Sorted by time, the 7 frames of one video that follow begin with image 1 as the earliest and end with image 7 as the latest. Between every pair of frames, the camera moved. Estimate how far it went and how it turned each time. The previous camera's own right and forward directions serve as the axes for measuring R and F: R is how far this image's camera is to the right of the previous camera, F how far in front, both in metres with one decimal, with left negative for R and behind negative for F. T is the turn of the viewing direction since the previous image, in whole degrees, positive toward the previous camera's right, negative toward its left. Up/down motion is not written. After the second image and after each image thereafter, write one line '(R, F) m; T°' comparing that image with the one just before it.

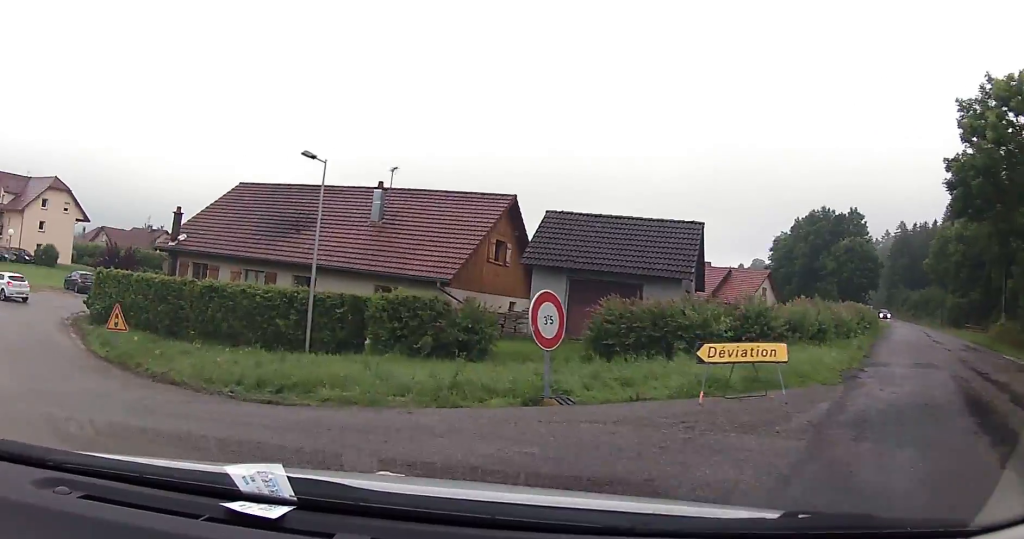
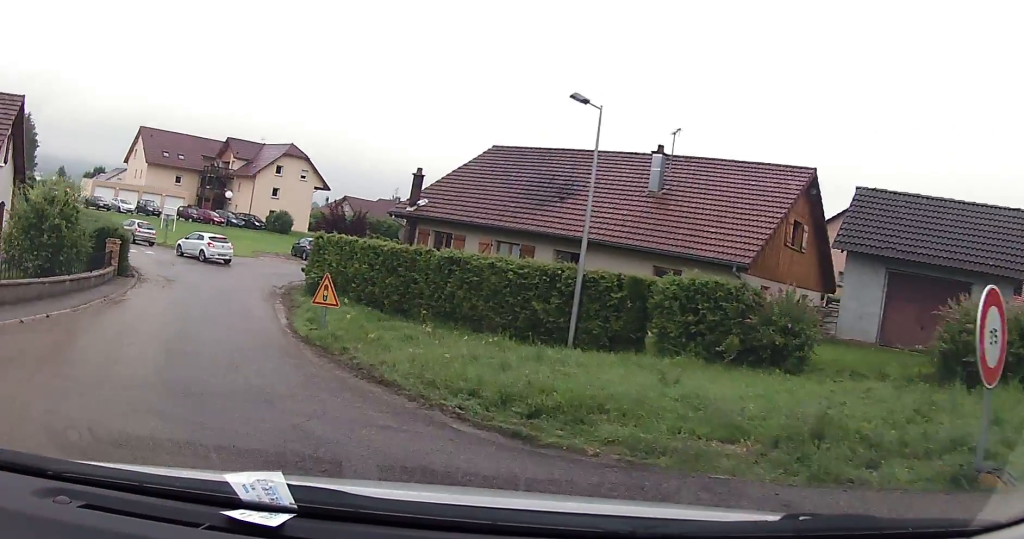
(-0.9, +3.9) m; -22°
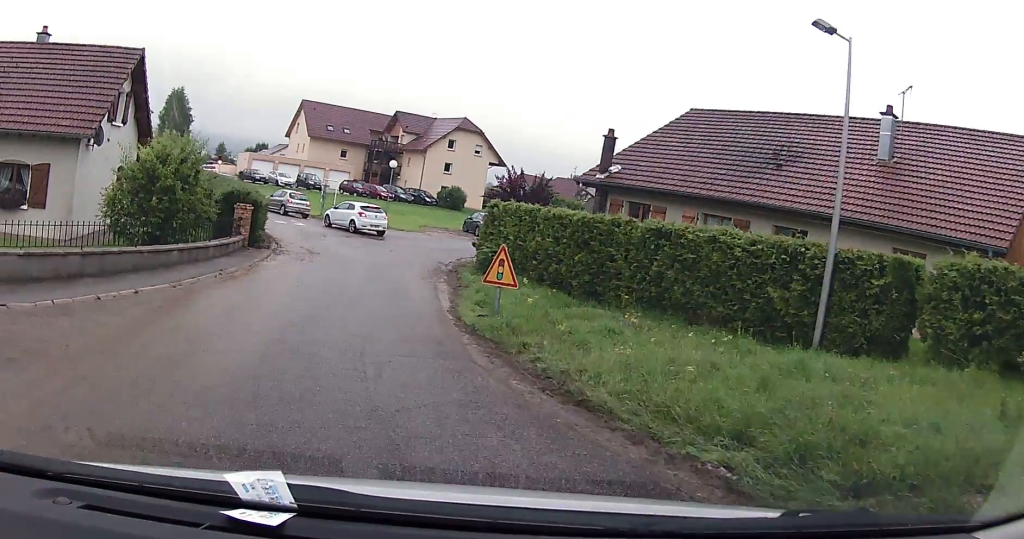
(-0.7, +3.7) m; -14°
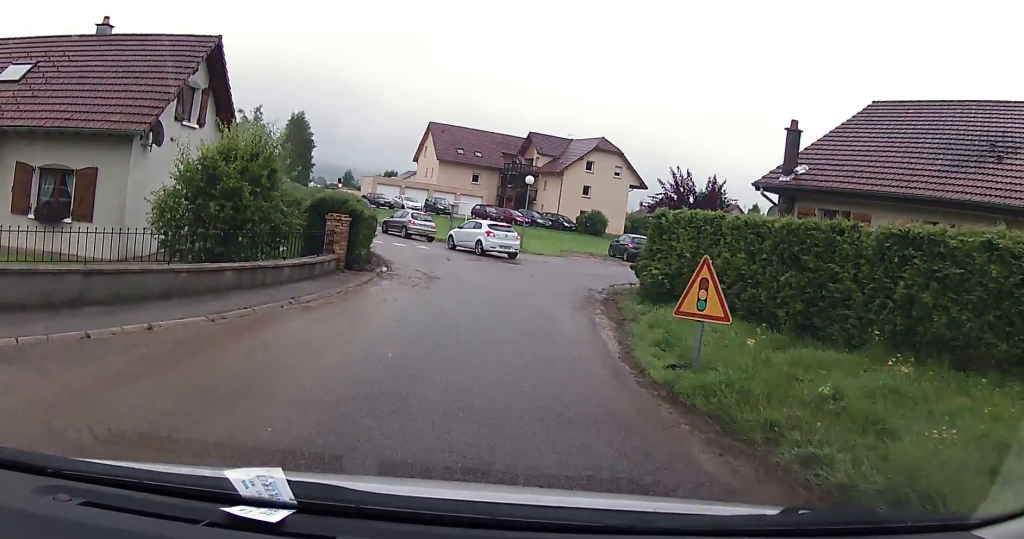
(-0.2, +4.3) m; -3°
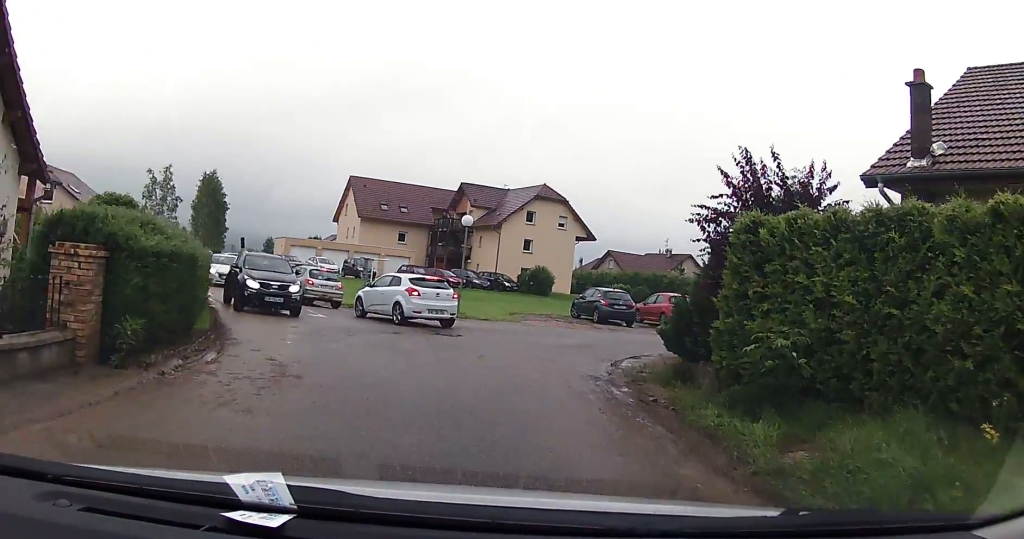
(-0.4, +9.1) m; 0°
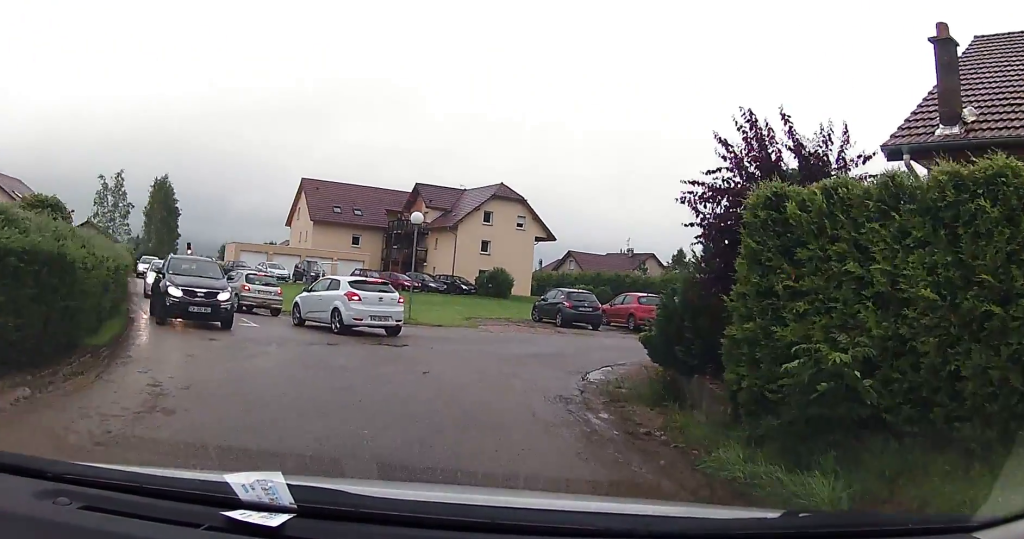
(+0.2, +2.2) m; +3°
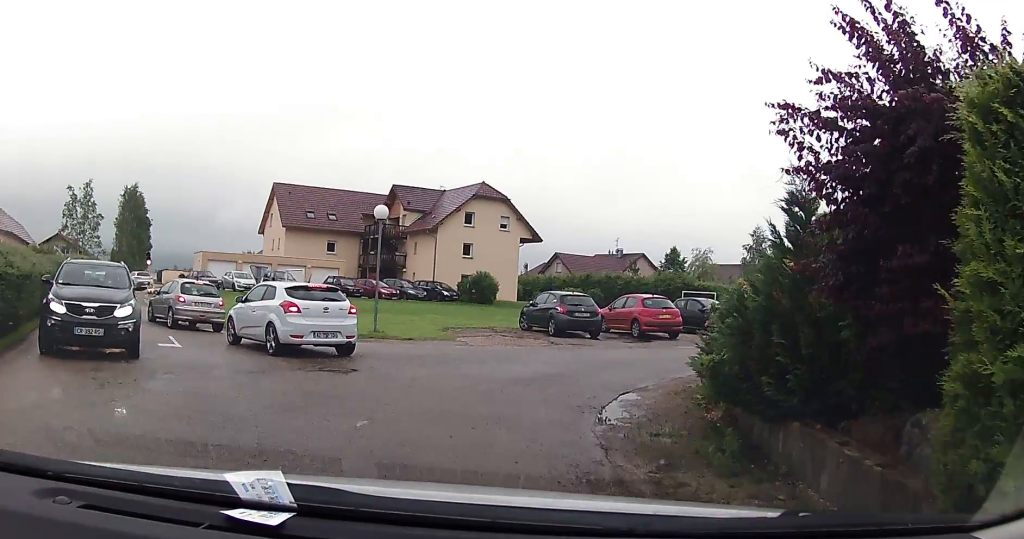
(+0.4, +4.2) m; +7°
